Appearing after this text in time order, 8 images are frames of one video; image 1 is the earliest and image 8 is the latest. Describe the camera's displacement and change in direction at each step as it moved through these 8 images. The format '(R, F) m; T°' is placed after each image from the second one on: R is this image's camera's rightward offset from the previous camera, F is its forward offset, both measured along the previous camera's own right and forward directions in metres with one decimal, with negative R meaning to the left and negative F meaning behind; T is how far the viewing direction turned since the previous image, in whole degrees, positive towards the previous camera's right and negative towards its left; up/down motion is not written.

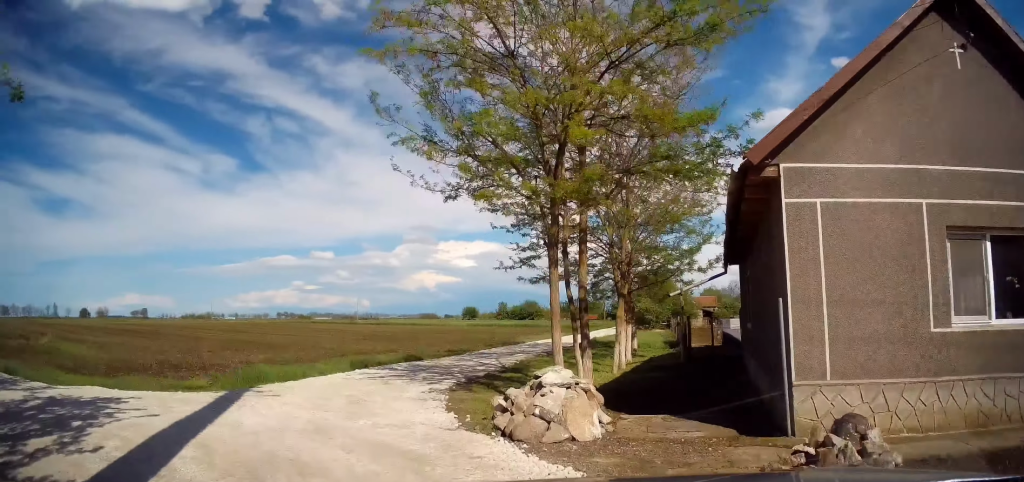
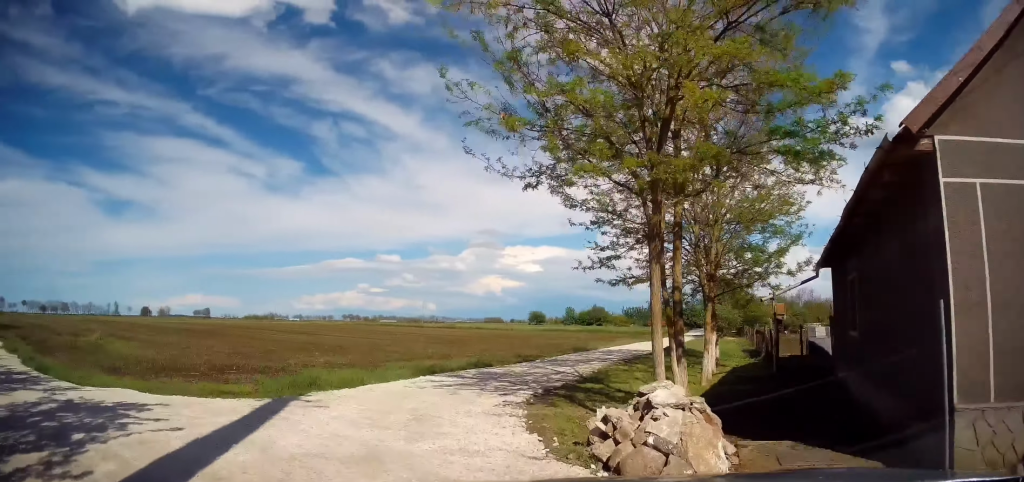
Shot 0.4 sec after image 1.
(0.0, +1.6) m; -1°
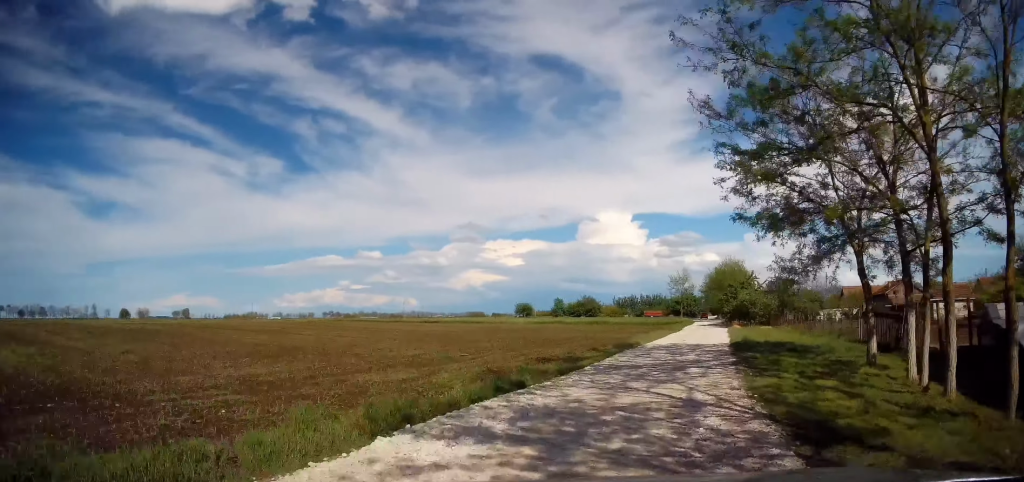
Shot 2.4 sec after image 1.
(-0.1, +9.0) m; +5°
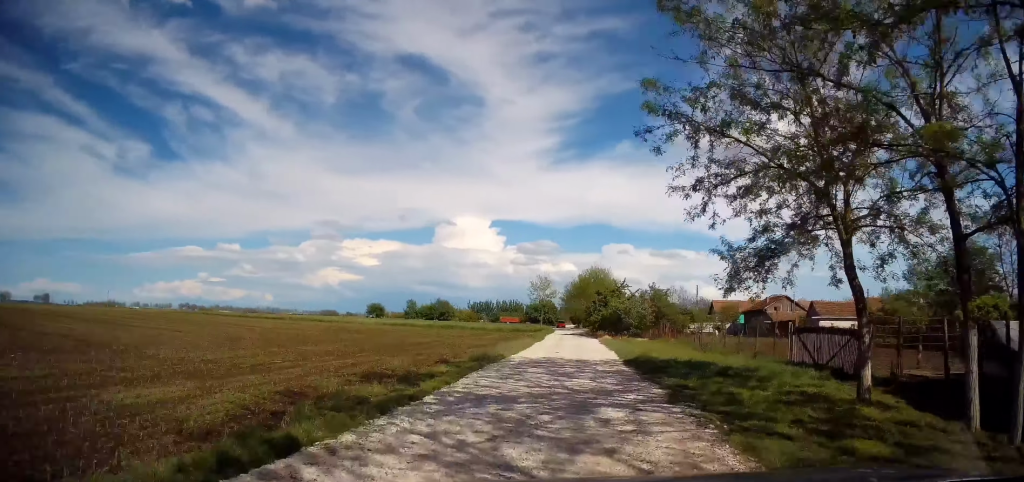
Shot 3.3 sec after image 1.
(+0.4, +5.2) m; +11°
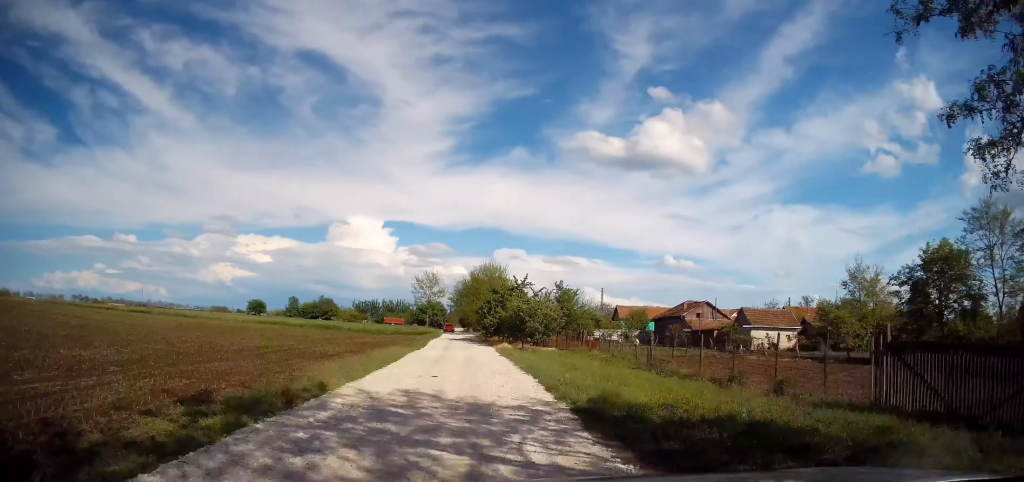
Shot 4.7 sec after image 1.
(+1.1, +9.0) m; +8°
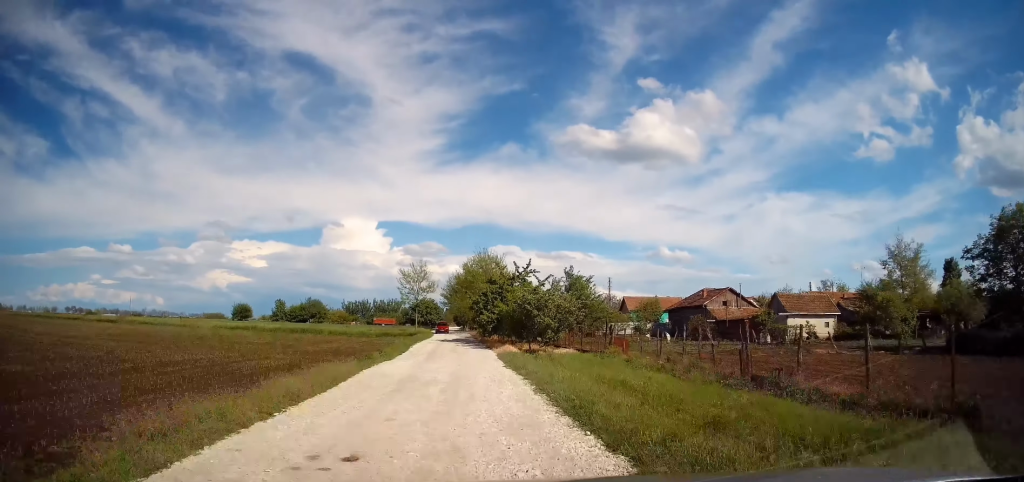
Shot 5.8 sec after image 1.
(0.0, +7.9) m; +1°
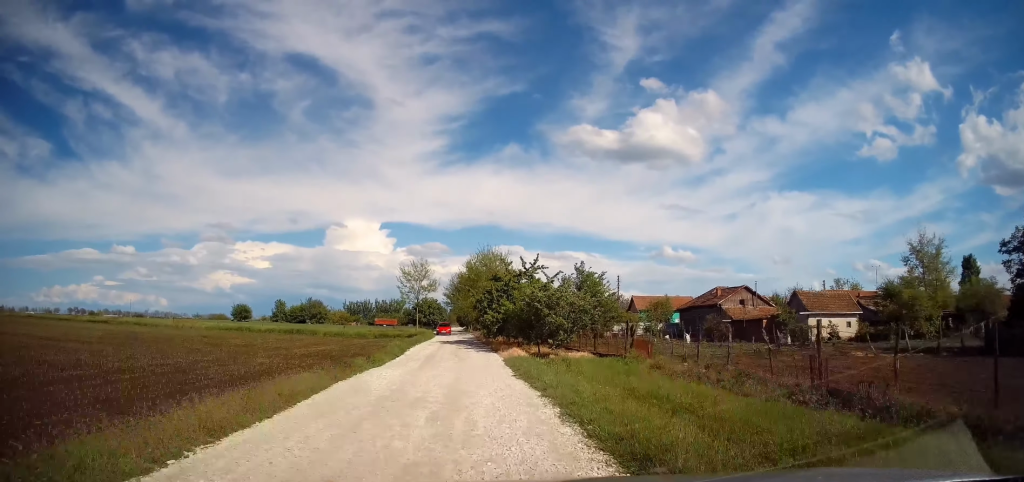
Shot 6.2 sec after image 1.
(0.0, +2.9) m; +1°
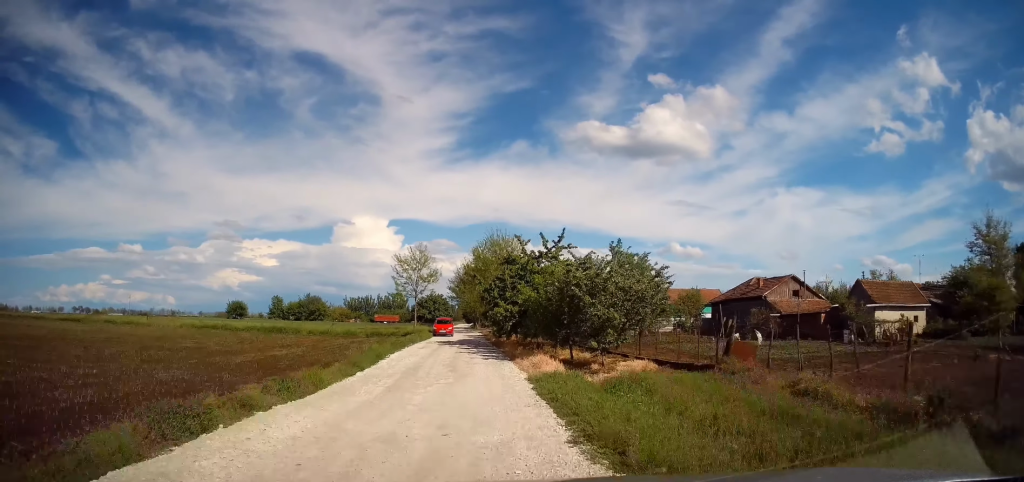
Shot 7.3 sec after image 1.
(+0.1, +8.0) m; +2°
